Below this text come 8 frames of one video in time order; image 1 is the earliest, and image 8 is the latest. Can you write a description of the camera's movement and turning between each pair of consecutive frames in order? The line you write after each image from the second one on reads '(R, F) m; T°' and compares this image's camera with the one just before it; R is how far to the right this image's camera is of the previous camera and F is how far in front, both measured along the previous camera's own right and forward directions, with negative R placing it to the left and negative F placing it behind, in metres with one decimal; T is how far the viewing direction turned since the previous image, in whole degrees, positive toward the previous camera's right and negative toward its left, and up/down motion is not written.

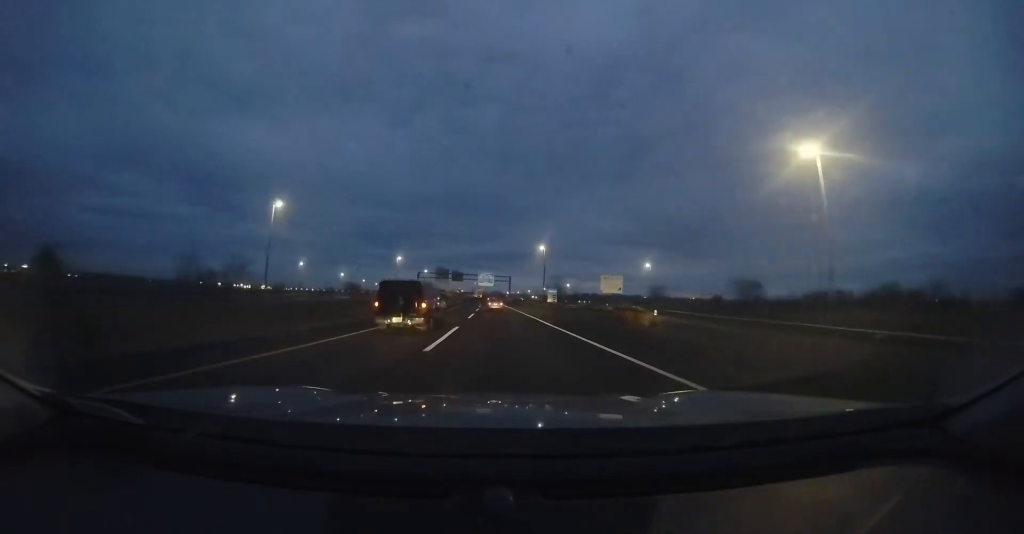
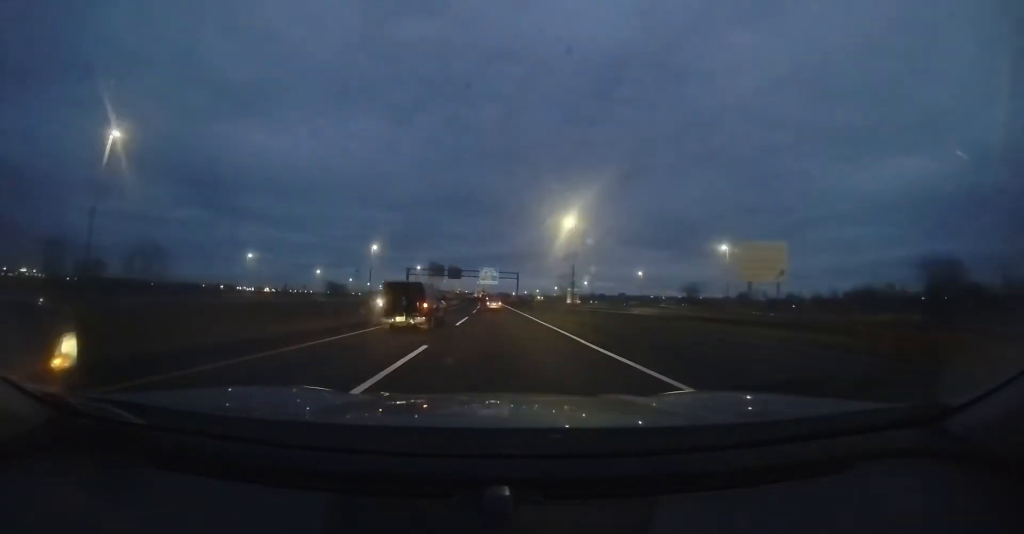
(-0.2, +21.6) m; -1°
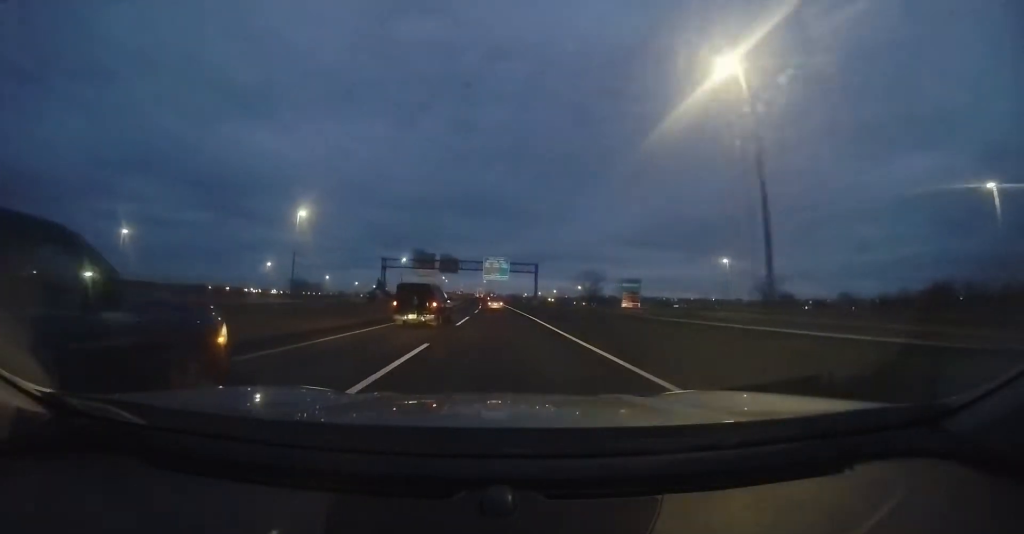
(-0.5, +30.4) m; -2°
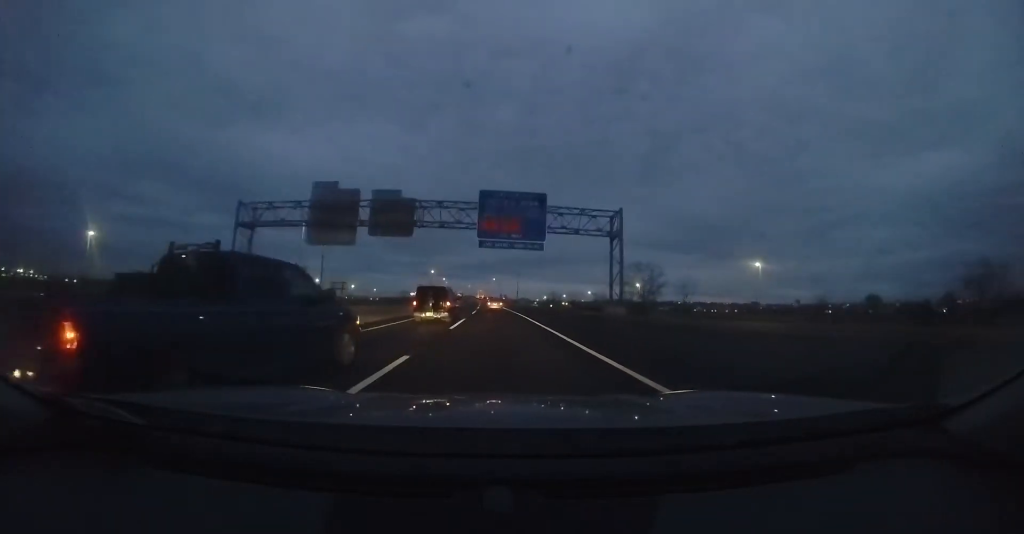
(-1.0, +48.0) m; -2°
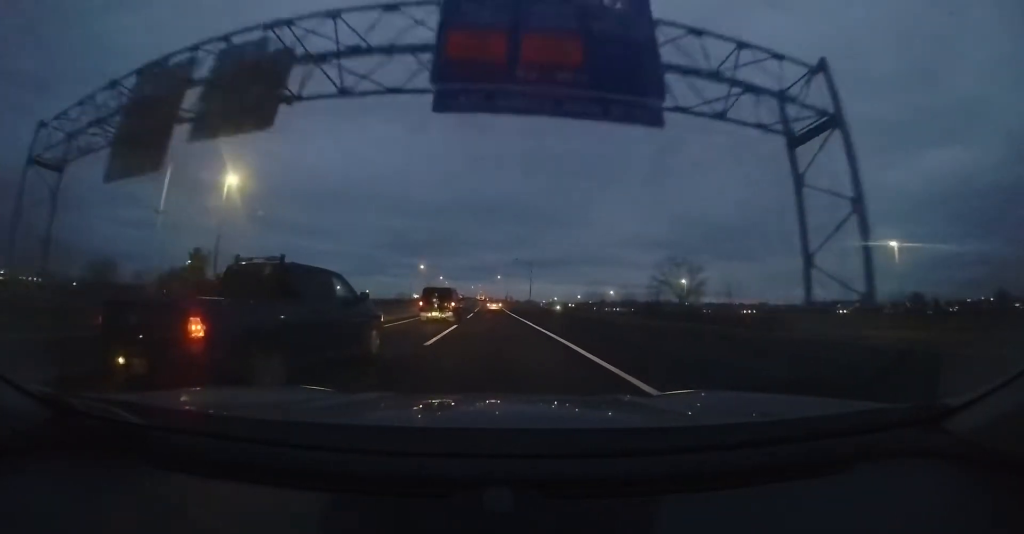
(-0.1, +20.5) m; 0°
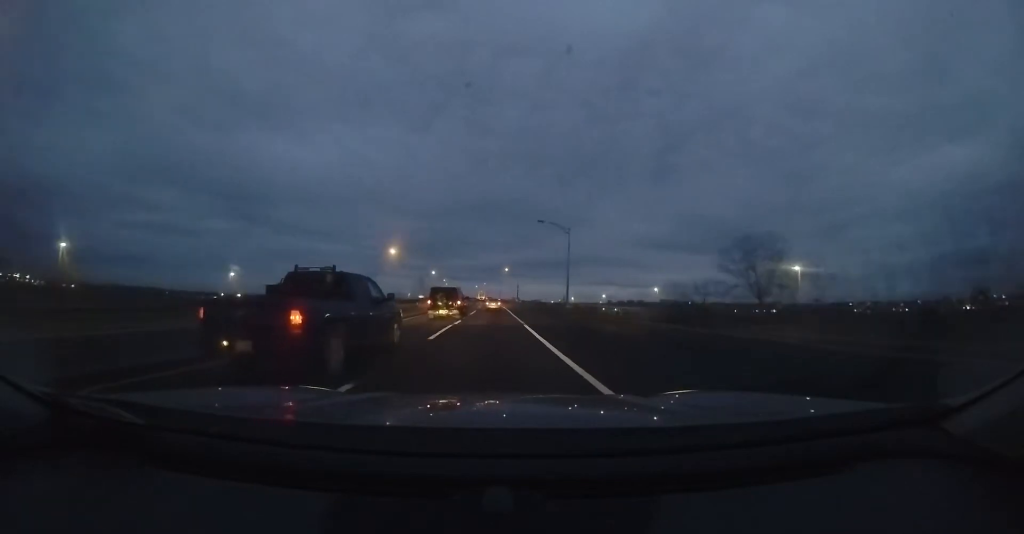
(0.0, +27.6) m; -1°
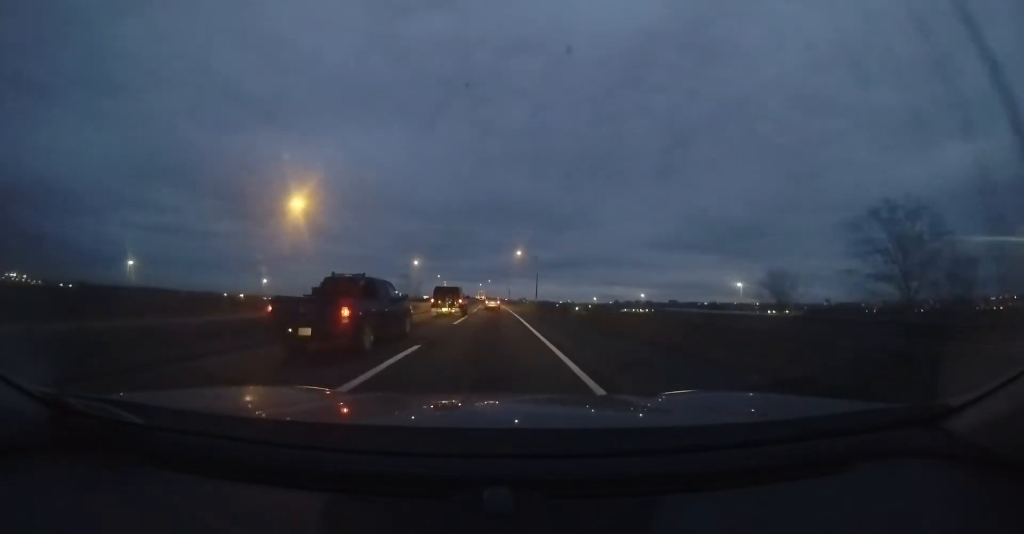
(-0.4, +29.1) m; -2°
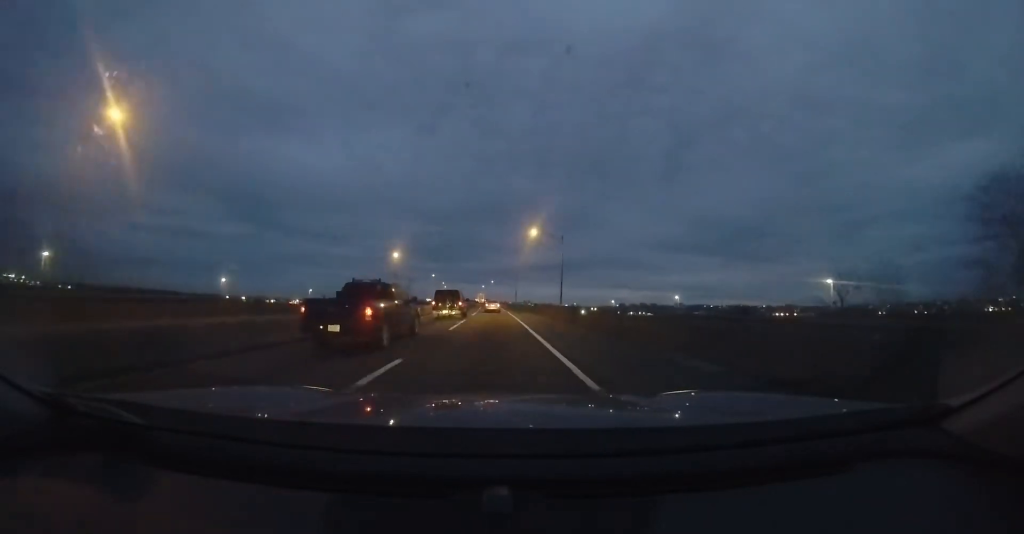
(-0.1, +17.4) m; -1°
